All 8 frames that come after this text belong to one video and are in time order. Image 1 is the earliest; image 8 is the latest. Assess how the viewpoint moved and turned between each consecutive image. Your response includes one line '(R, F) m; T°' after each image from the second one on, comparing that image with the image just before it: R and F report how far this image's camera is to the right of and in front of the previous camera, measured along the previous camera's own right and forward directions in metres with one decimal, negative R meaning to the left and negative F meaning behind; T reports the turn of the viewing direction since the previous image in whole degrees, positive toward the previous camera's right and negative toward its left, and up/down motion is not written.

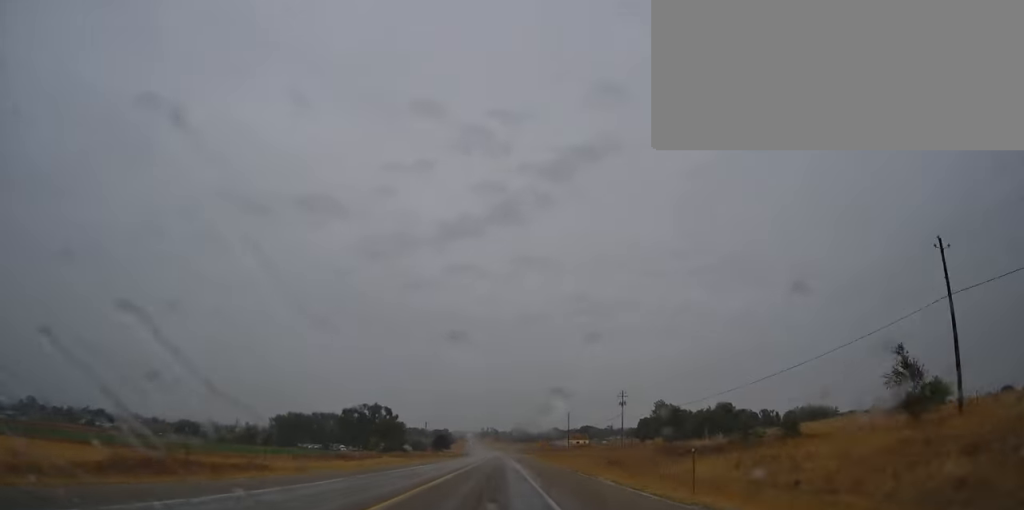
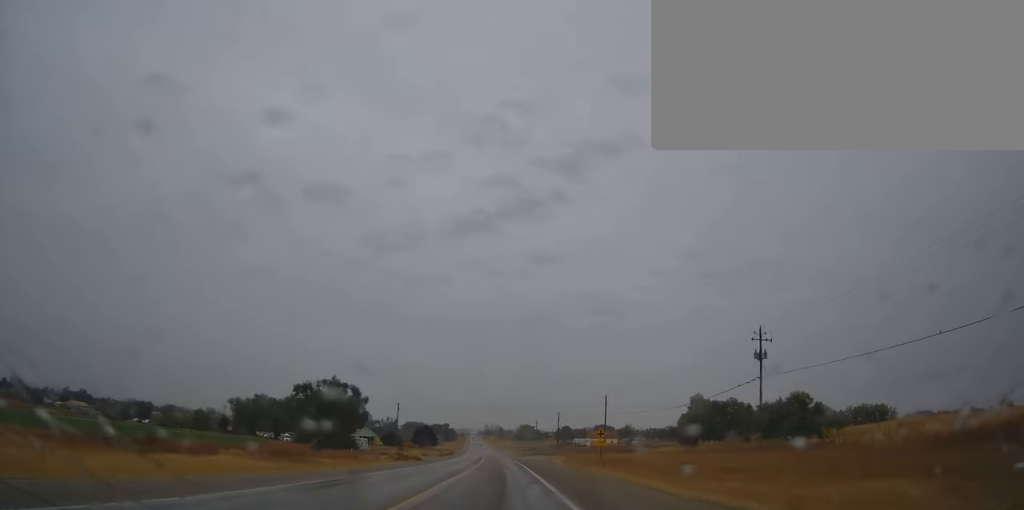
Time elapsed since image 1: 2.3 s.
(+0.8, +68.1) m; 0°
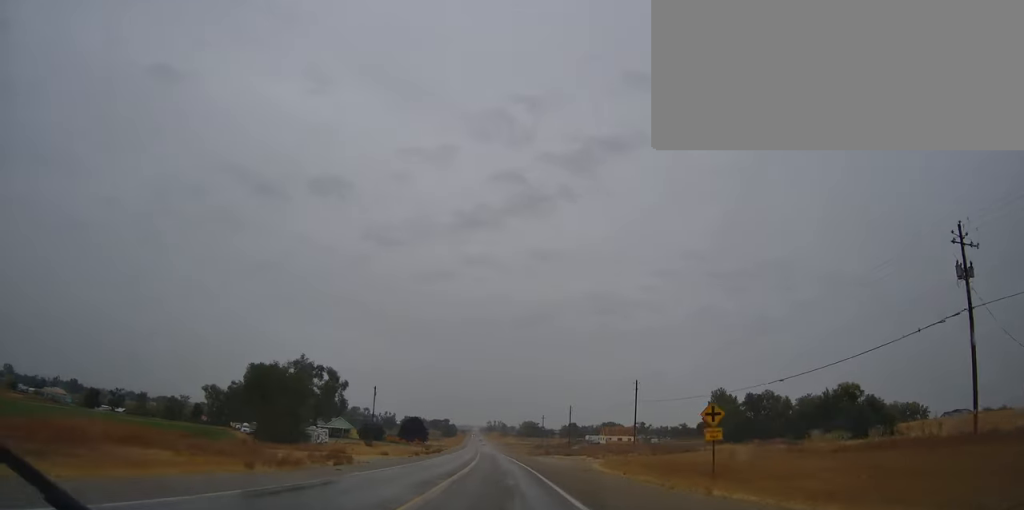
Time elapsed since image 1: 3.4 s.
(-0.4, +31.0) m; -1°
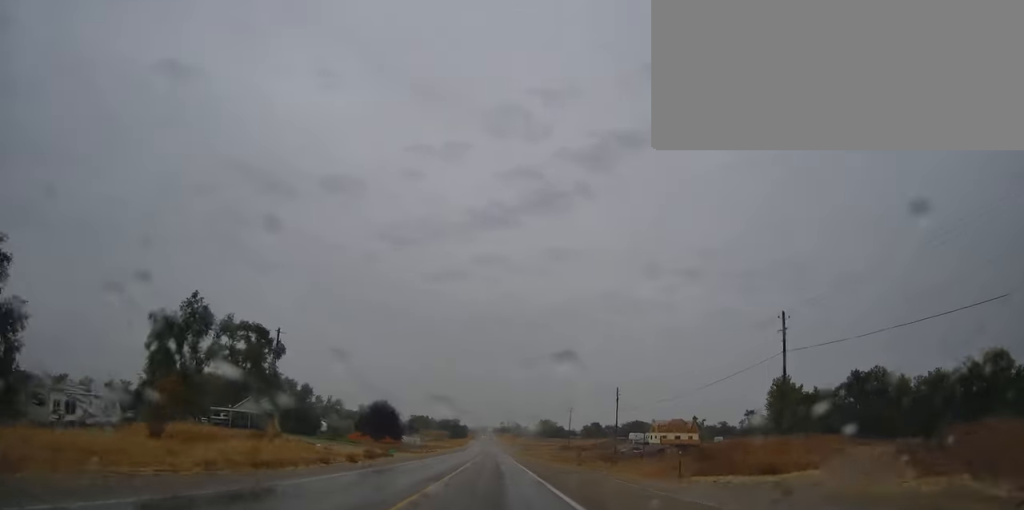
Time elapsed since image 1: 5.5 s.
(-0.6, +59.8) m; -1°
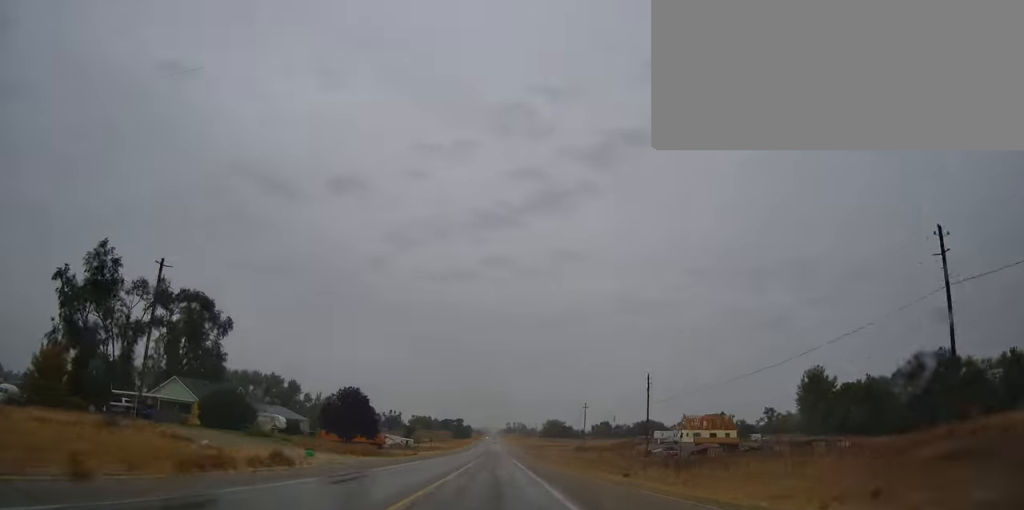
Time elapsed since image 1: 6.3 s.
(0.0, +24.9) m; 0°
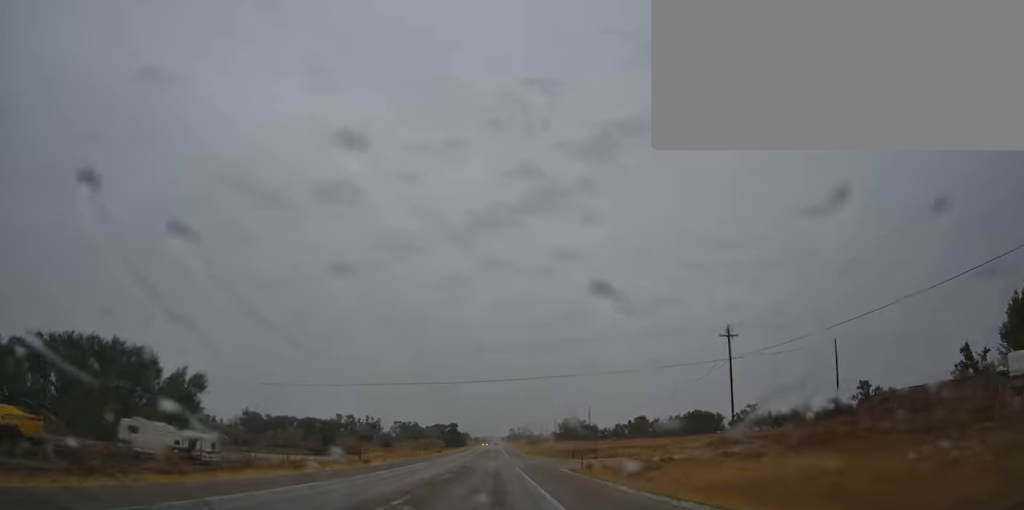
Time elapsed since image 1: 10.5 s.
(-2.5, +118.8) m; -2°
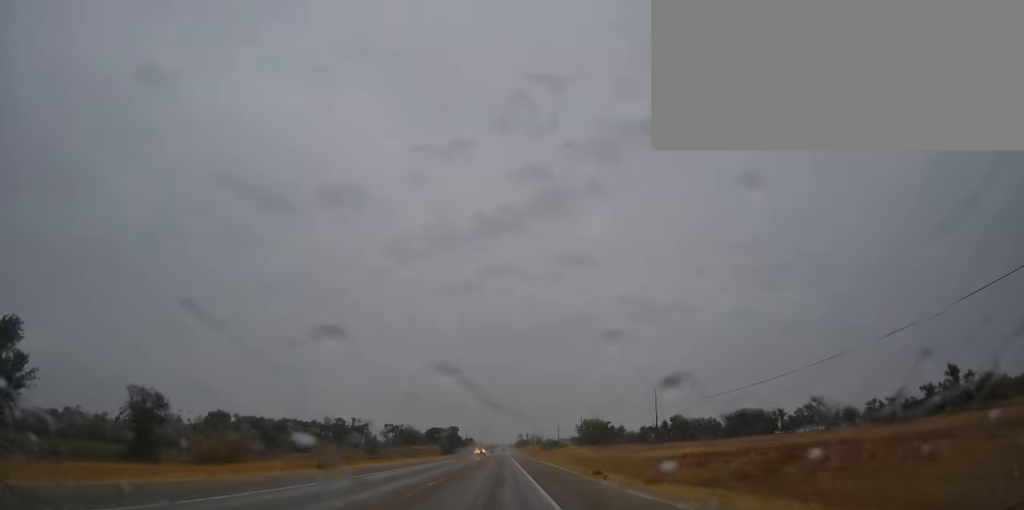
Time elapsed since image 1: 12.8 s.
(+0.4, +67.6) m; 0°
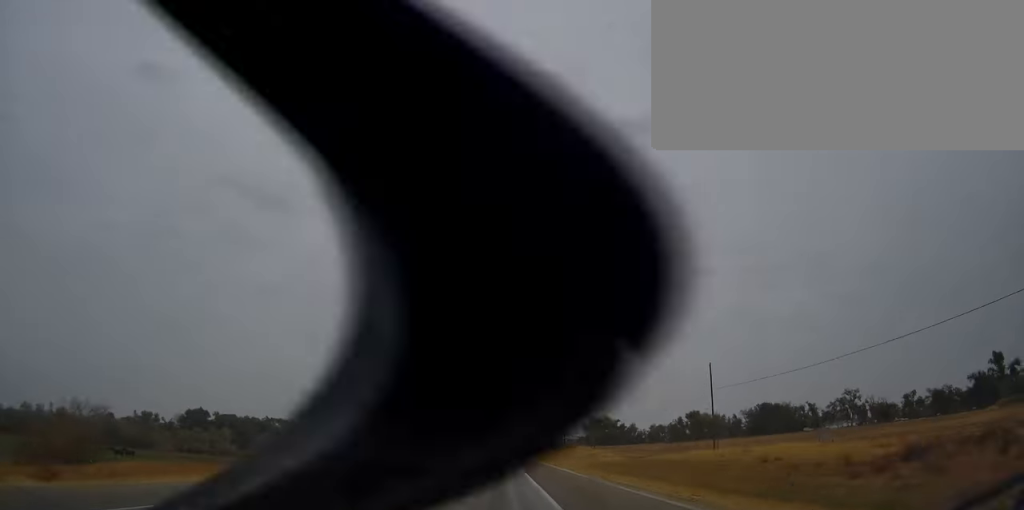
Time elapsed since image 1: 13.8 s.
(+0.1, +29.0) m; 0°
